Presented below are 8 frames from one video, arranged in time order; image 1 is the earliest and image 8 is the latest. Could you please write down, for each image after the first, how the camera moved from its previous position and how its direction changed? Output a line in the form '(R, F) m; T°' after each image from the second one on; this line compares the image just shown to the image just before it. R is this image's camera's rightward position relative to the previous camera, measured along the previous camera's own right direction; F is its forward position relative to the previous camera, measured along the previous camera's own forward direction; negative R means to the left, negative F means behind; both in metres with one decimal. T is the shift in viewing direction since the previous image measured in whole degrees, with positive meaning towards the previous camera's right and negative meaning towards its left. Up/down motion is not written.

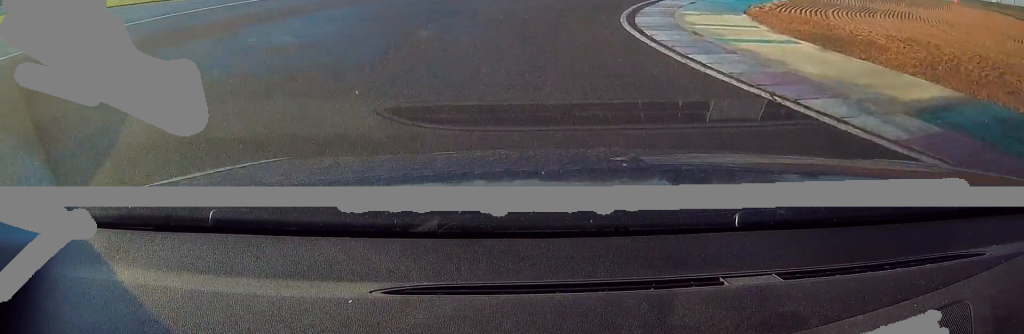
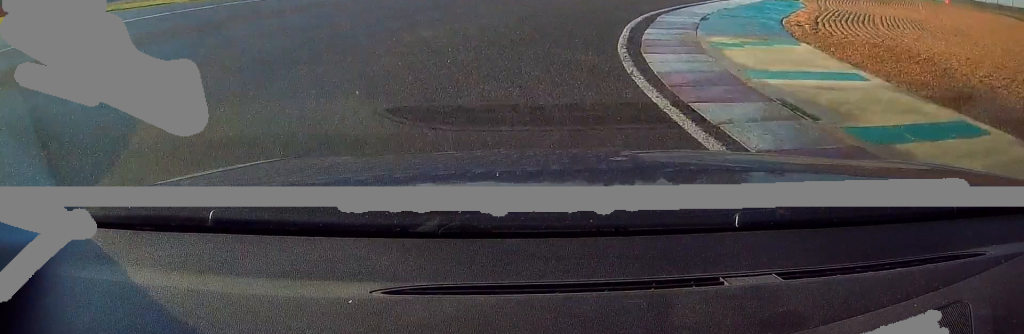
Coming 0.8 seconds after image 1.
(+0.1, +7.1) m; +4°
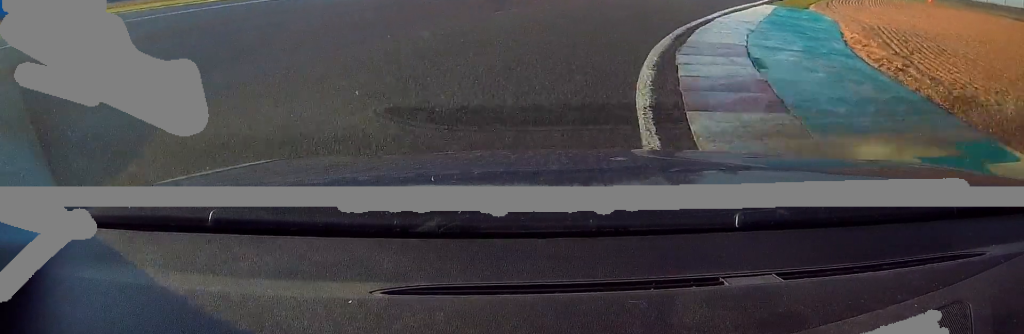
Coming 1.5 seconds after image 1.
(+0.3, +7.3) m; +5°
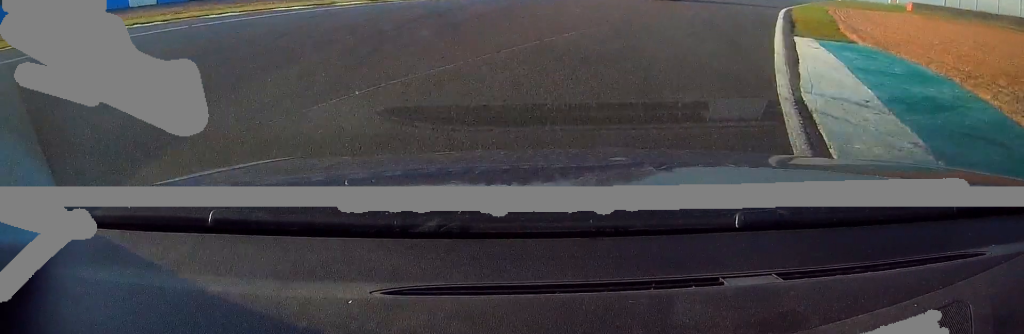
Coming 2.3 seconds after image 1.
(+0.5, +8.5) m; +4°
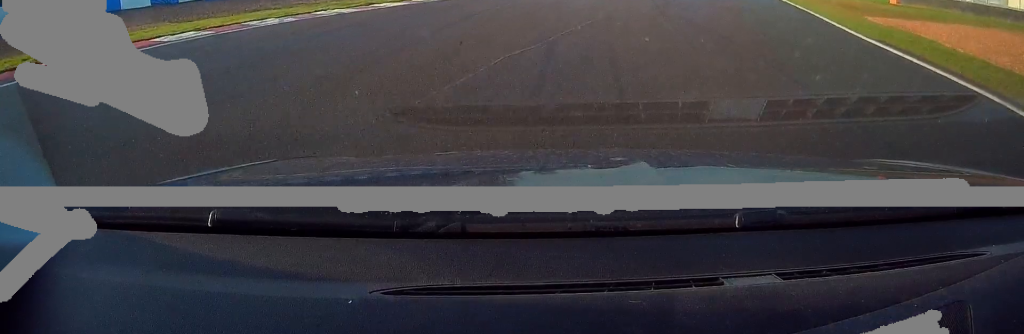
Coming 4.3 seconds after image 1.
(+2.7, +19.7) m; +13°
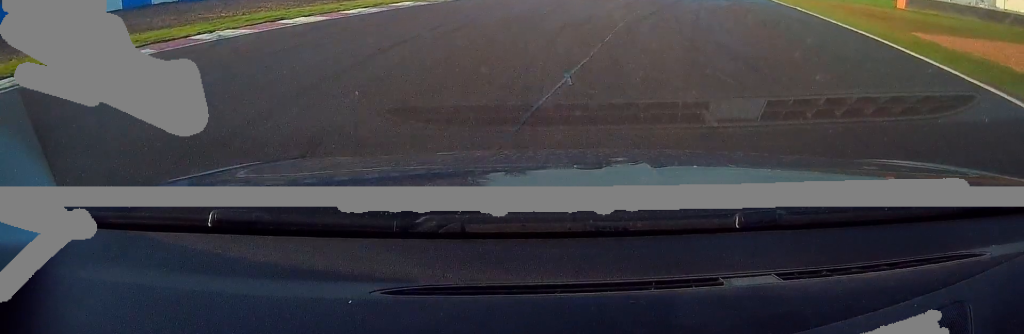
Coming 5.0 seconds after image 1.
(-0.1, +6.0) m; +2°
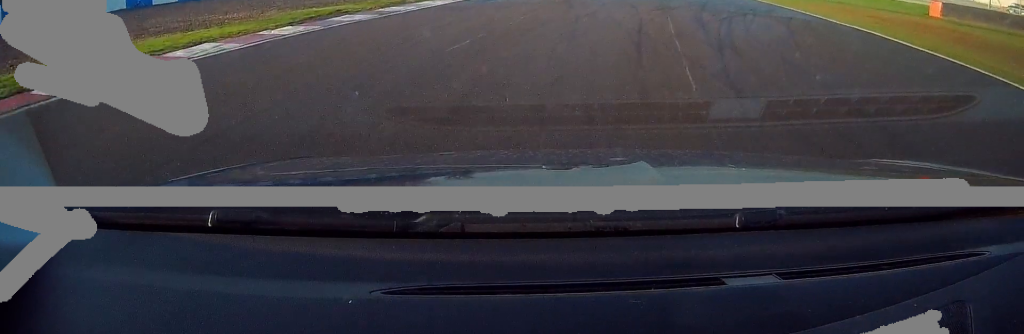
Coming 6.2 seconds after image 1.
(+0.5, +11.6) m; +6°
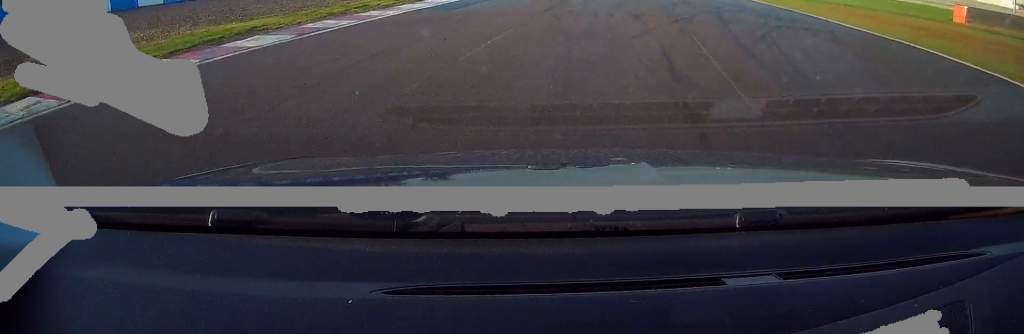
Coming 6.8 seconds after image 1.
(+0.1, +4.9) m; +2°
